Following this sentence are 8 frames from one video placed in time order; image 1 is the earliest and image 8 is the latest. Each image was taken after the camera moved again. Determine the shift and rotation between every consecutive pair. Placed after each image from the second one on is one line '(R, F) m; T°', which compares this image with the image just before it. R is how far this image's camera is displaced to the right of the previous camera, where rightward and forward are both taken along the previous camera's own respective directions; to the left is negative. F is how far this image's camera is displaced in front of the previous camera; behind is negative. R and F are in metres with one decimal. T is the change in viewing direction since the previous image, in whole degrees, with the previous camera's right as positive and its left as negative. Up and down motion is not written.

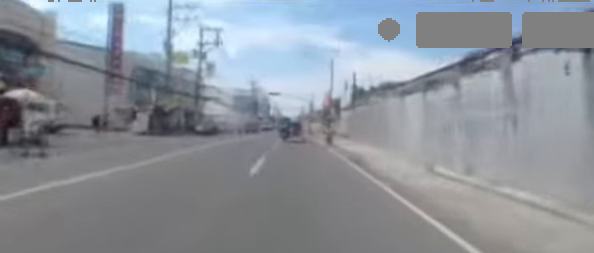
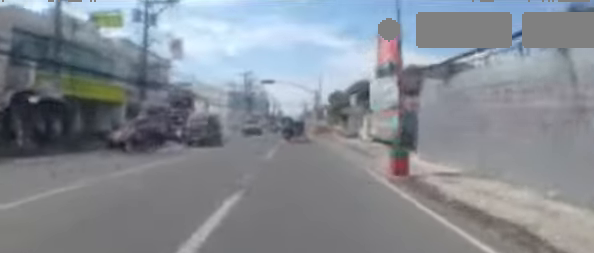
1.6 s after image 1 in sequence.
(-0.4, +14.3) m; -1°
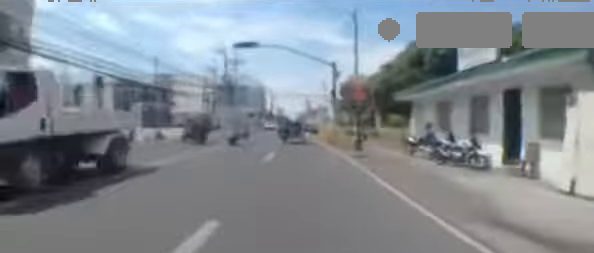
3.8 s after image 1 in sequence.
(+0.2, +19.4) m; +1°
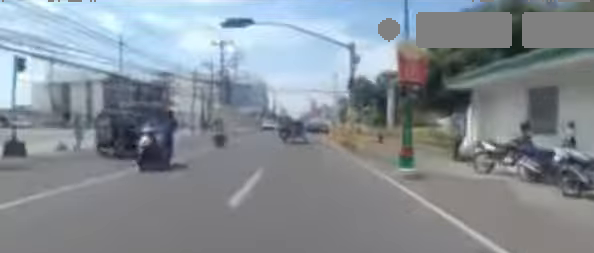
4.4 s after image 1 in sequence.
(+0.2, +5.4) m; -1°
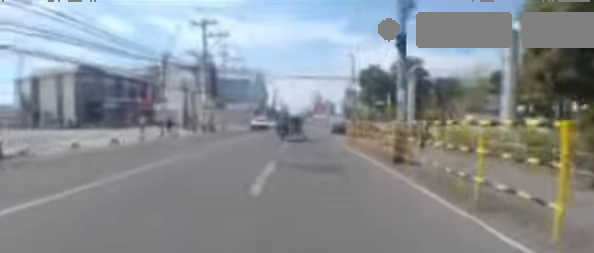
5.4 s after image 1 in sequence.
(-0.5, +8.5) m; -1°
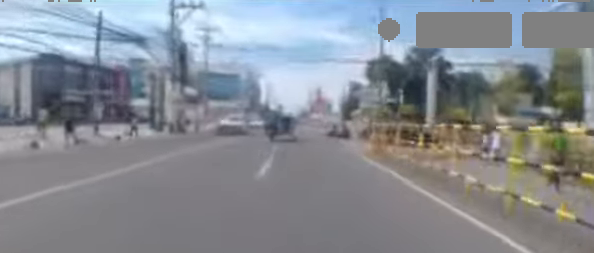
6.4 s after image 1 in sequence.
(+0.4, +8.1) m; +3°
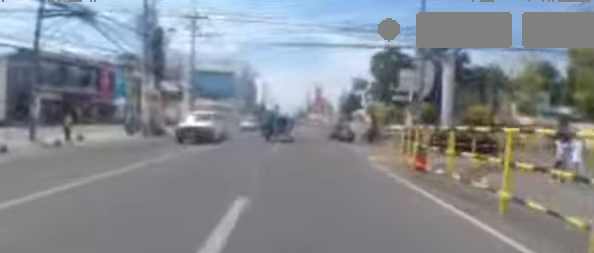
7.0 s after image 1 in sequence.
(0.0, +4.6) m; -1°
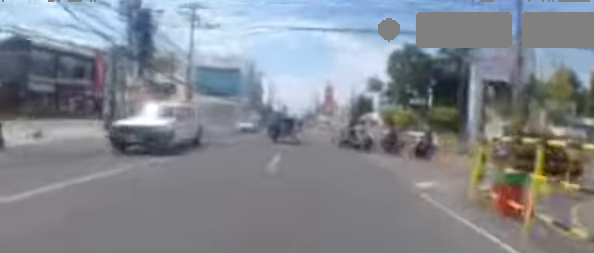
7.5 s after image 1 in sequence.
(0.0, +3.5) m; 0°
